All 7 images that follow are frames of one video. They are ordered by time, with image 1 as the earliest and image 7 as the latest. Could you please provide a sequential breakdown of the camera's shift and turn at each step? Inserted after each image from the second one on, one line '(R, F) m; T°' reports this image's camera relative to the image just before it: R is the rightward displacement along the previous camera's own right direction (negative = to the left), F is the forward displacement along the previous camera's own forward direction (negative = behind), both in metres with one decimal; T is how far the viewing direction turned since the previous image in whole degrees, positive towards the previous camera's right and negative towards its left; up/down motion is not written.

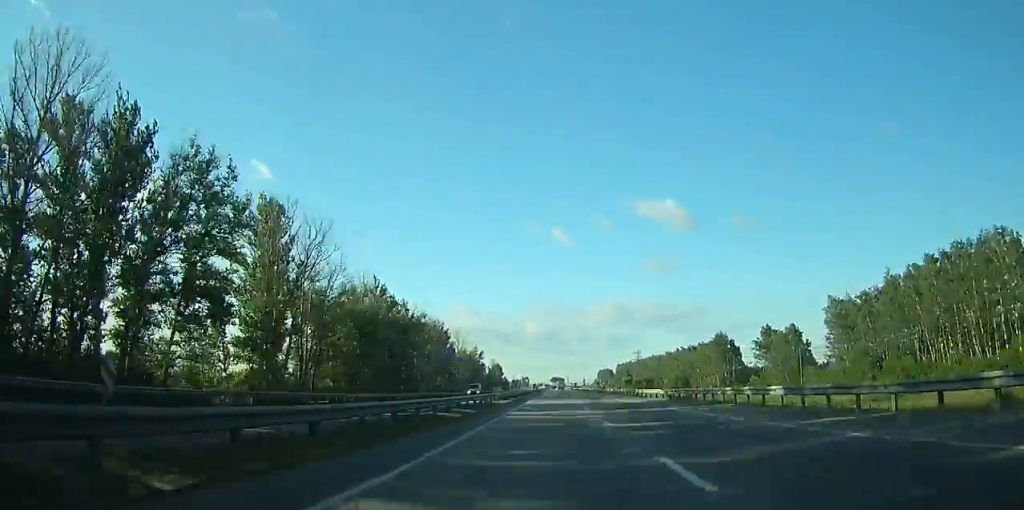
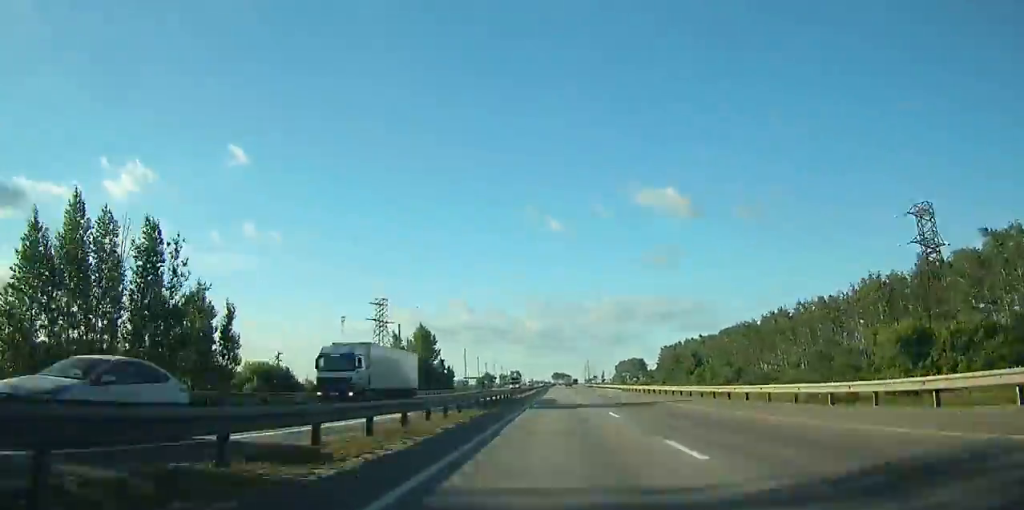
(+0.5, +217.4) m; 0°
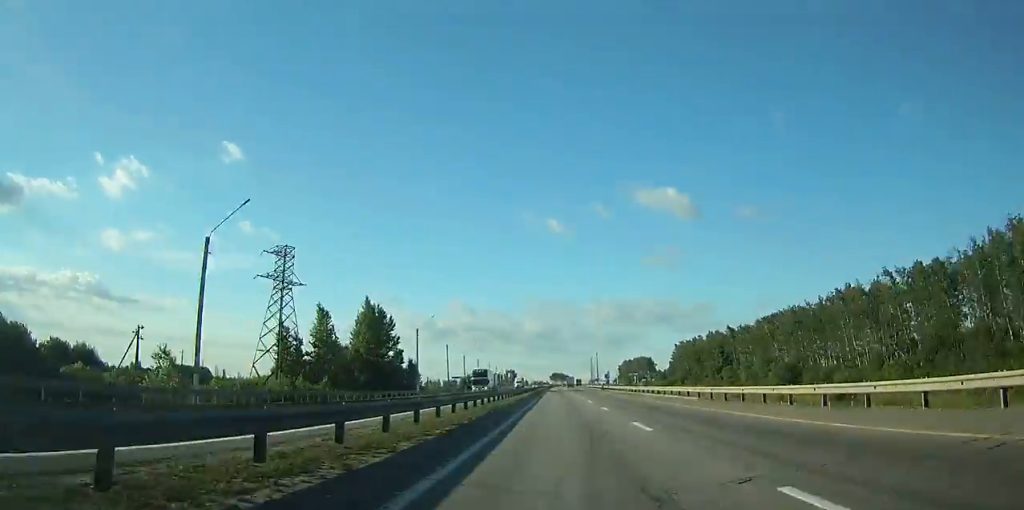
(-0.1, +42.3) m; 0°
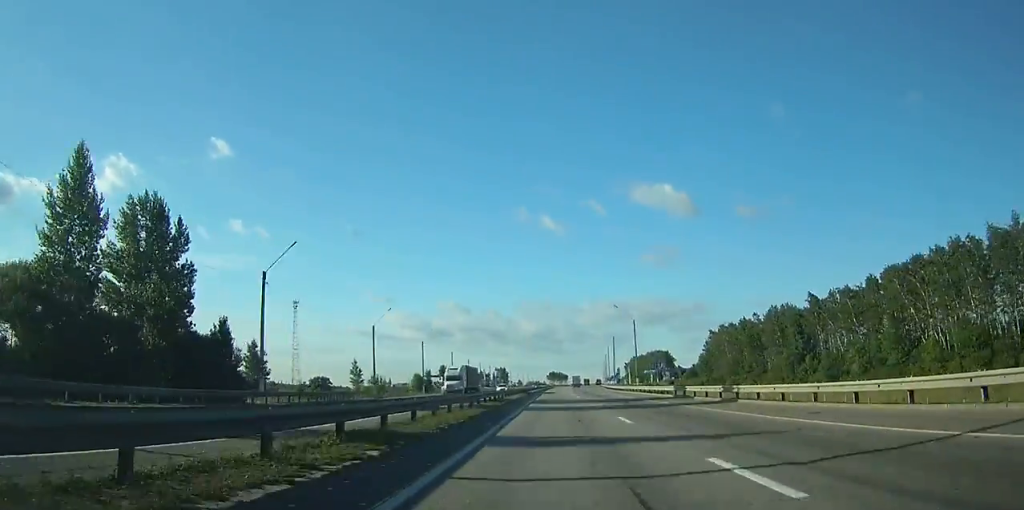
(-0.1, +68.6) m; 0°
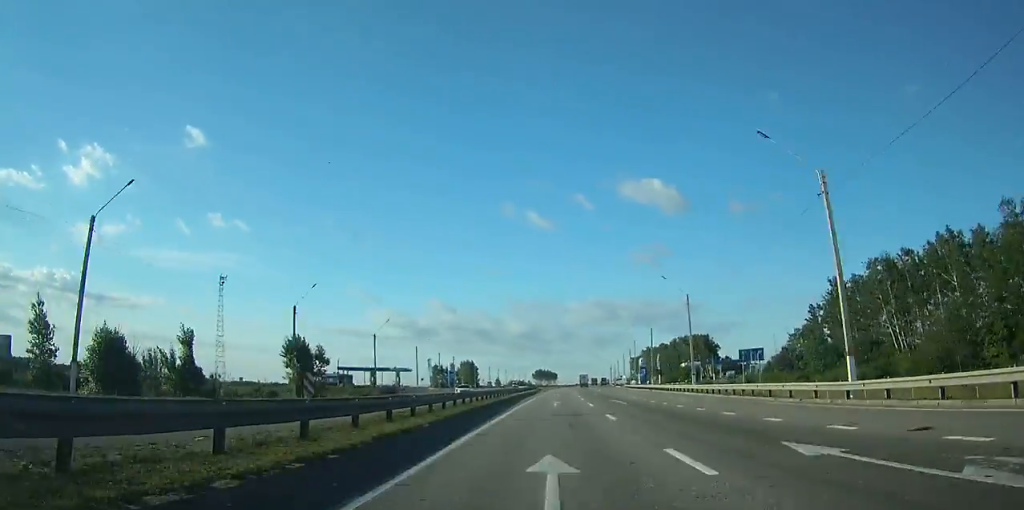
(+0.9, +101.6) m; +1°
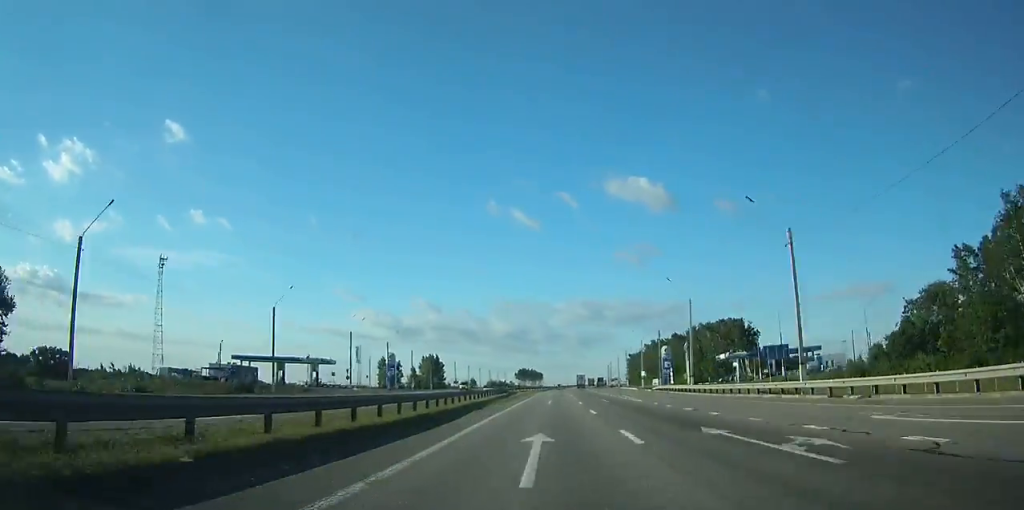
(+0.4, +54.5) m; +1°
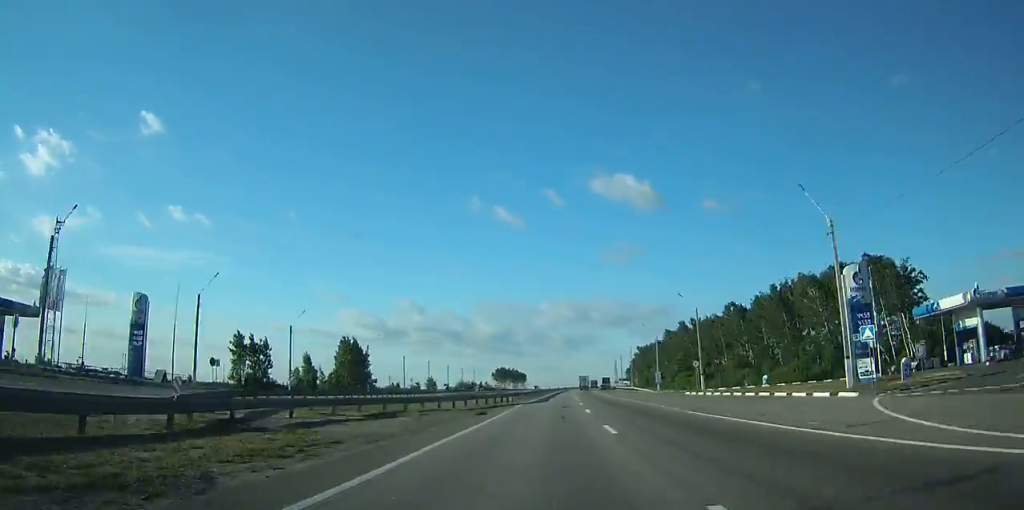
(+1.1, +77.3) m; +2°
